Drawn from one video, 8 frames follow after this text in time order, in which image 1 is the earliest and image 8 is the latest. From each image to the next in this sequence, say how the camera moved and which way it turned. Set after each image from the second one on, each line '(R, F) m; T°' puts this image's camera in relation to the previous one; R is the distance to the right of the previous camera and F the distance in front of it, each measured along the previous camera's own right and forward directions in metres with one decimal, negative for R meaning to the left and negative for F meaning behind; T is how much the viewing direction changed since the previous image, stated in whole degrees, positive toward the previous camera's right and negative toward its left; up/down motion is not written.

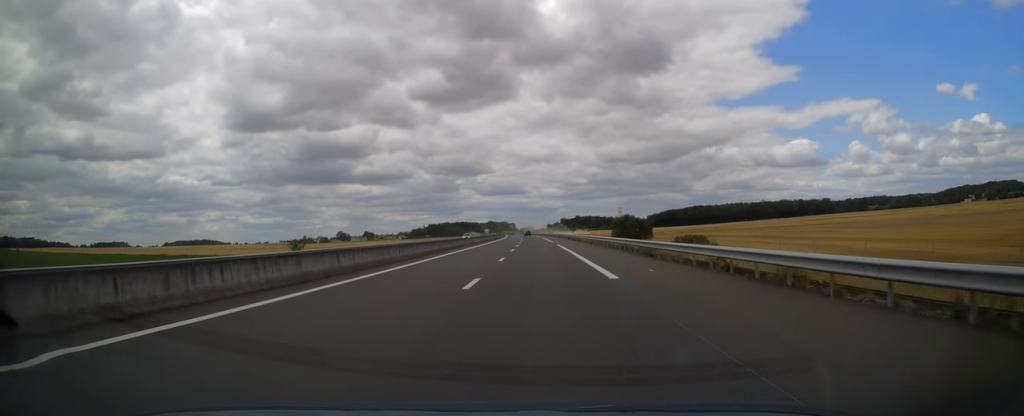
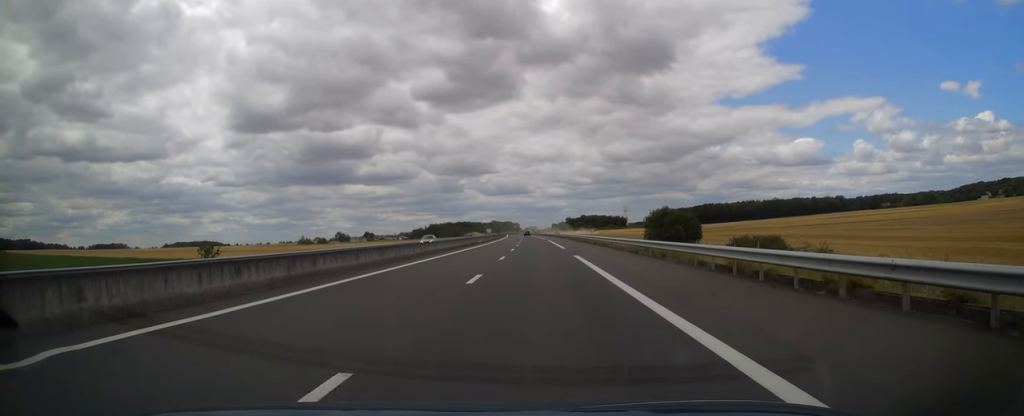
(-0.3, +24.4) m; -1°
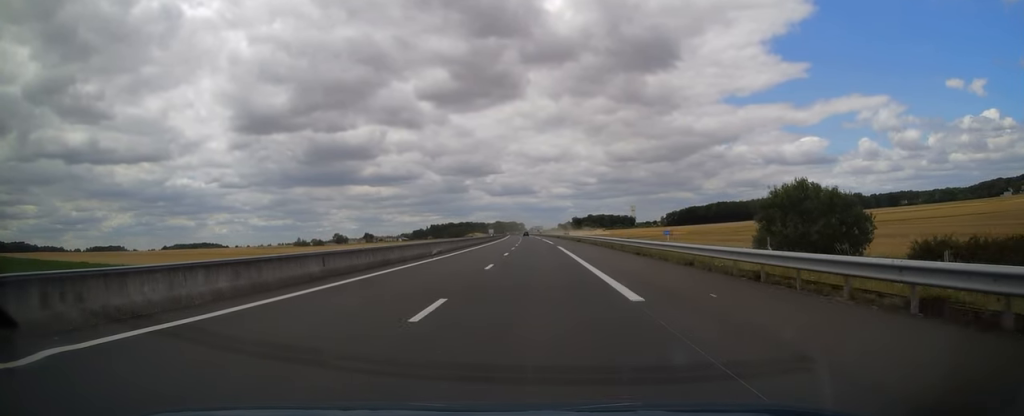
(-0.1, +32.2) m; 0°
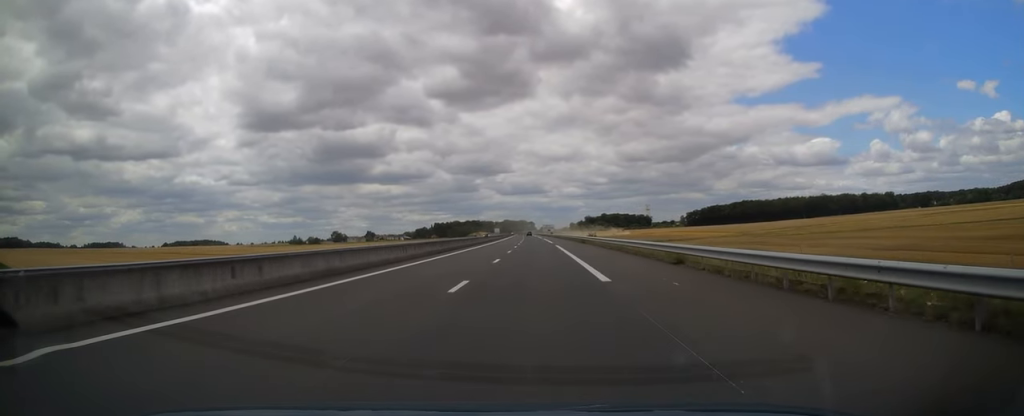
(-0.6, +47.2) m; -2°
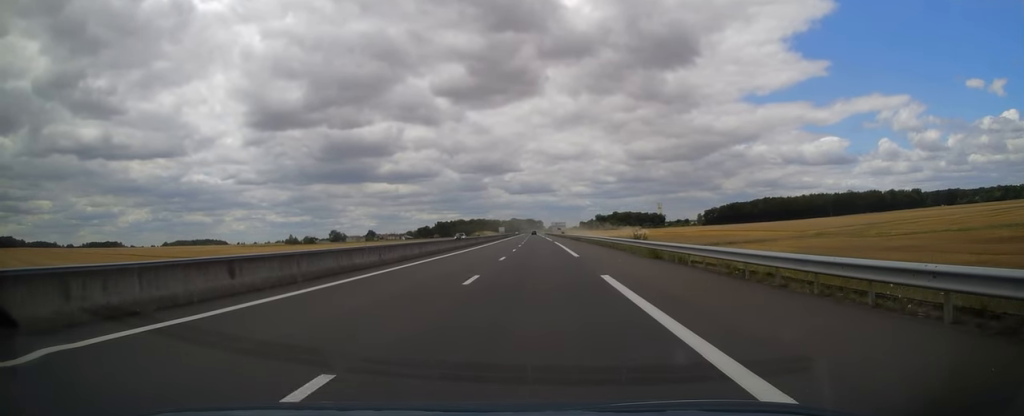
(-0.3, +37.1) m; 0°
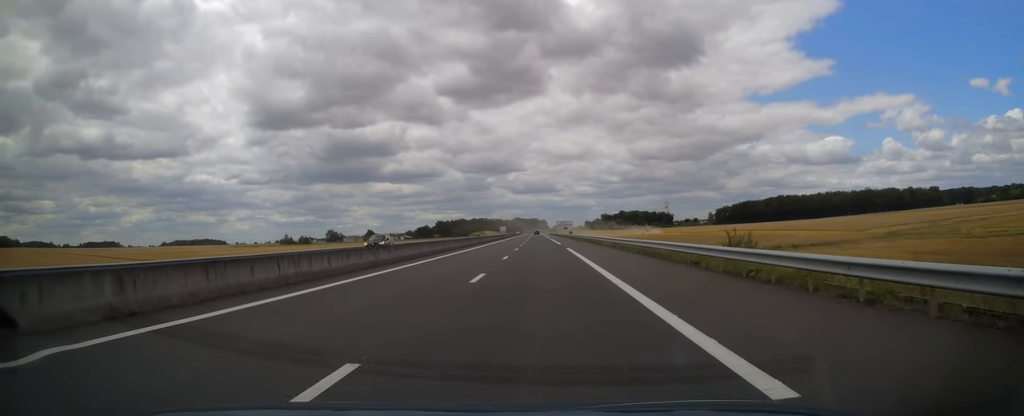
(0.0, +25.3) m; -1°
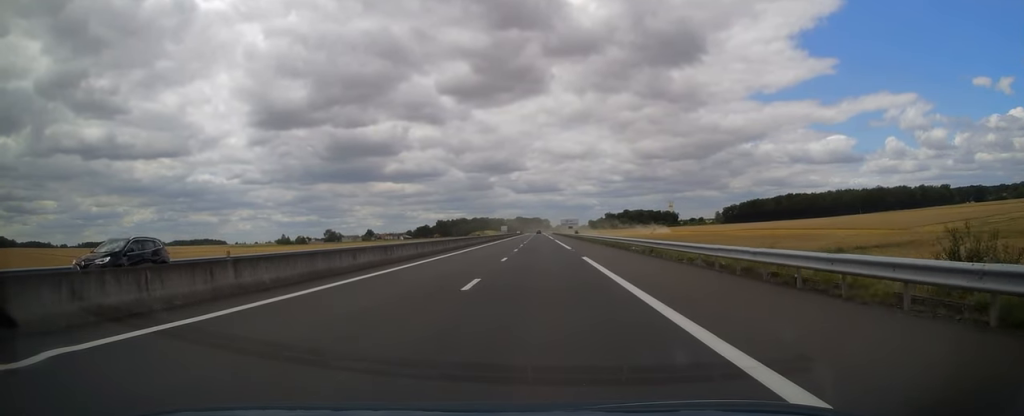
(-0.1, +15.1) m; 0°
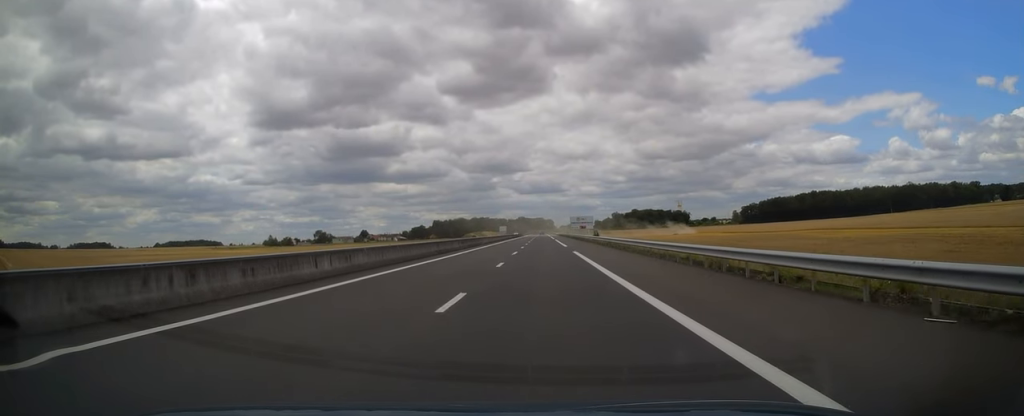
(-0.5, +42.4) m; -1°
